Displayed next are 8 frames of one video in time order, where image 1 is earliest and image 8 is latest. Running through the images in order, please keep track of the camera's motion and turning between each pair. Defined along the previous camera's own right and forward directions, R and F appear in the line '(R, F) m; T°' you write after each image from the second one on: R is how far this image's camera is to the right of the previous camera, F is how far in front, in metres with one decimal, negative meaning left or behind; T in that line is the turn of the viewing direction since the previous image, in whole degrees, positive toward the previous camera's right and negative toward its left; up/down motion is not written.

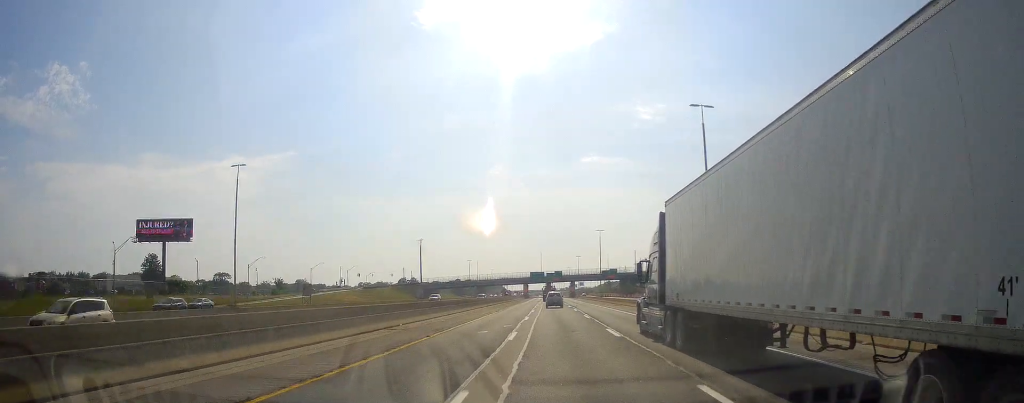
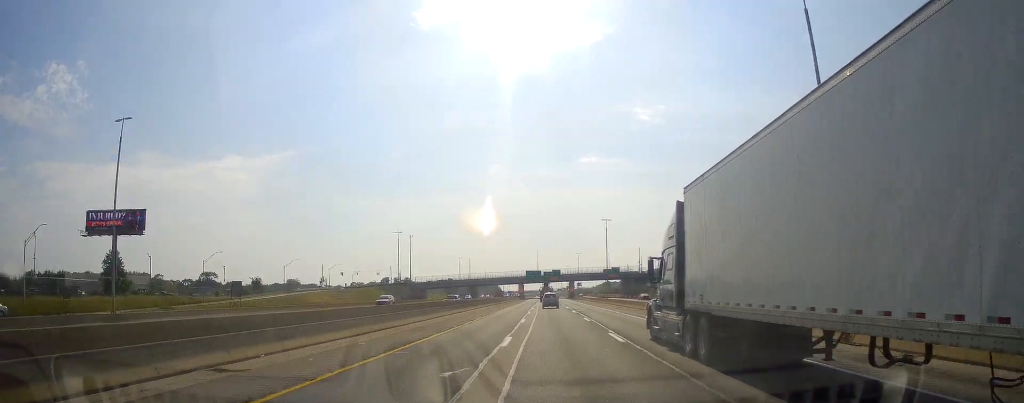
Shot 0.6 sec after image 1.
(+0.1, +17.2) m; 0°
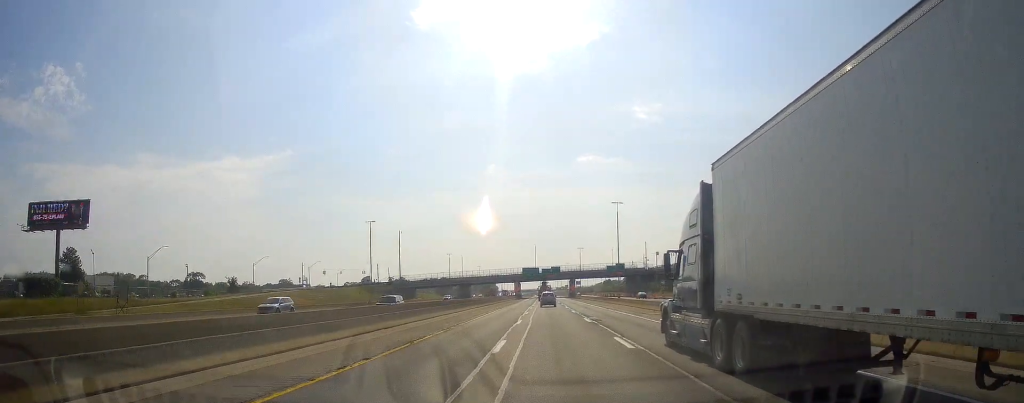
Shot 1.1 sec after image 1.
(0.0, +17.2) m; 0°
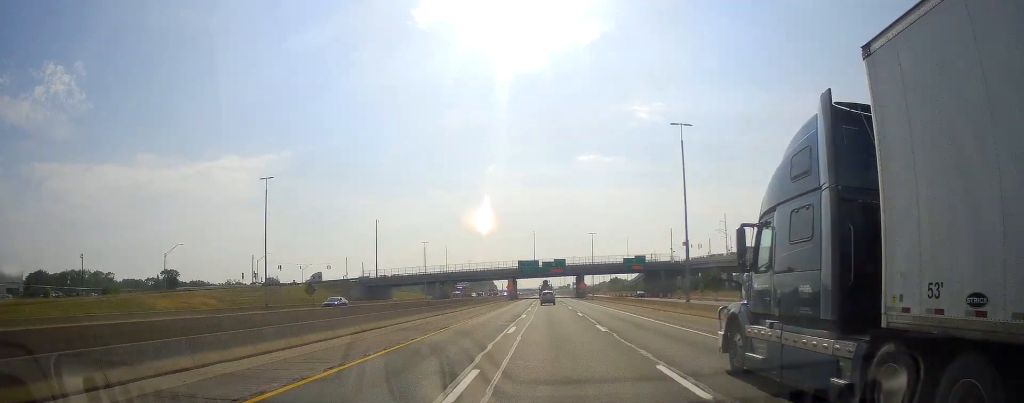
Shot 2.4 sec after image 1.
(0.0, +38.1) m; 0°
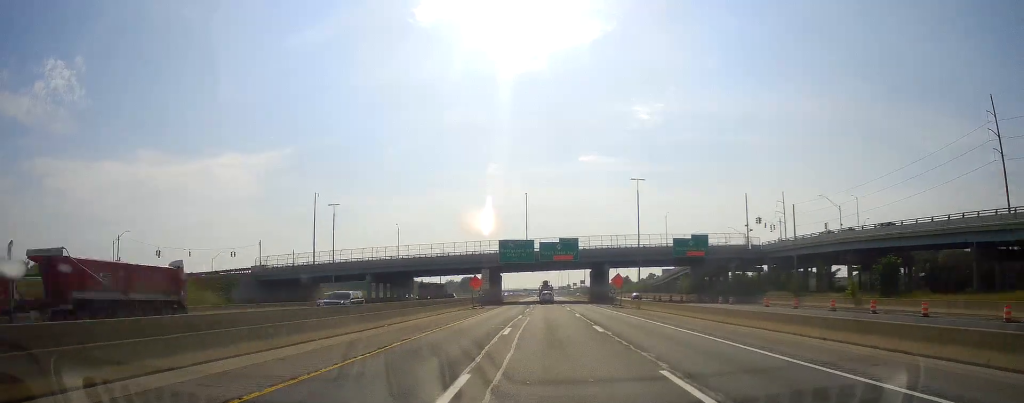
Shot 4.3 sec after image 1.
(0.0, +61.1) m; 0°
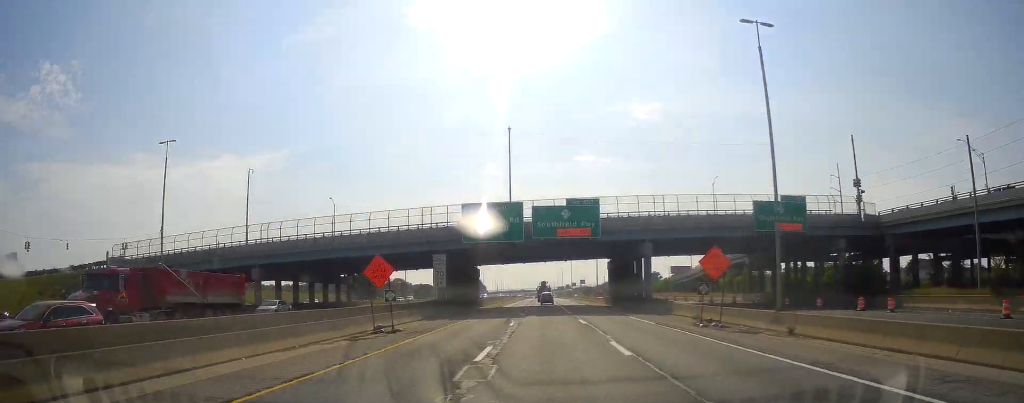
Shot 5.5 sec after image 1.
(-0.3, +38.4) m; -1°
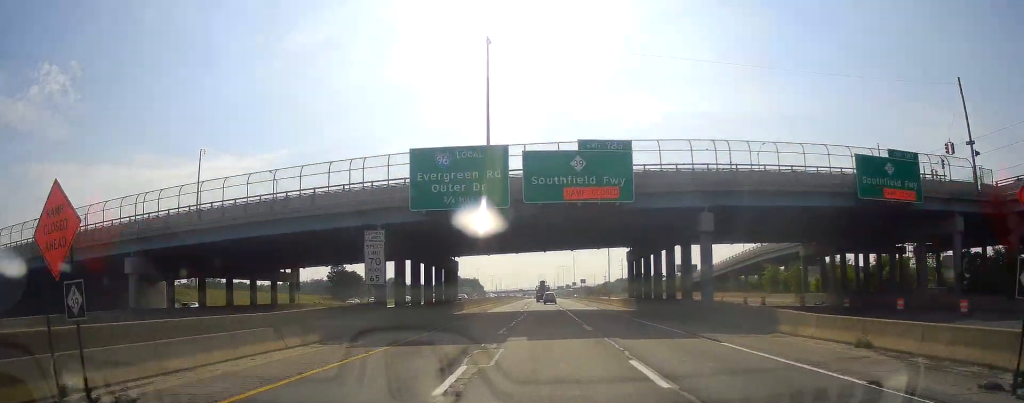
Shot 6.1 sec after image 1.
(-0.3, +20.3) m; 0°
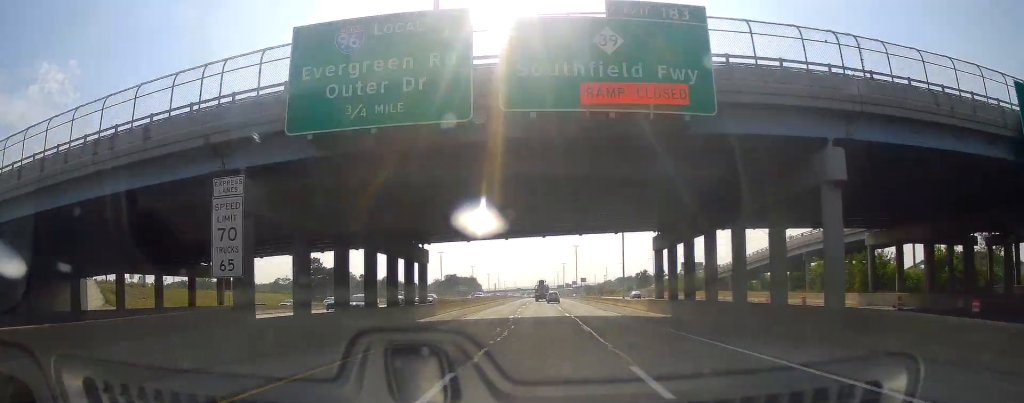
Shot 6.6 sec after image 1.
(+0.3, +16.2) m; 0°
